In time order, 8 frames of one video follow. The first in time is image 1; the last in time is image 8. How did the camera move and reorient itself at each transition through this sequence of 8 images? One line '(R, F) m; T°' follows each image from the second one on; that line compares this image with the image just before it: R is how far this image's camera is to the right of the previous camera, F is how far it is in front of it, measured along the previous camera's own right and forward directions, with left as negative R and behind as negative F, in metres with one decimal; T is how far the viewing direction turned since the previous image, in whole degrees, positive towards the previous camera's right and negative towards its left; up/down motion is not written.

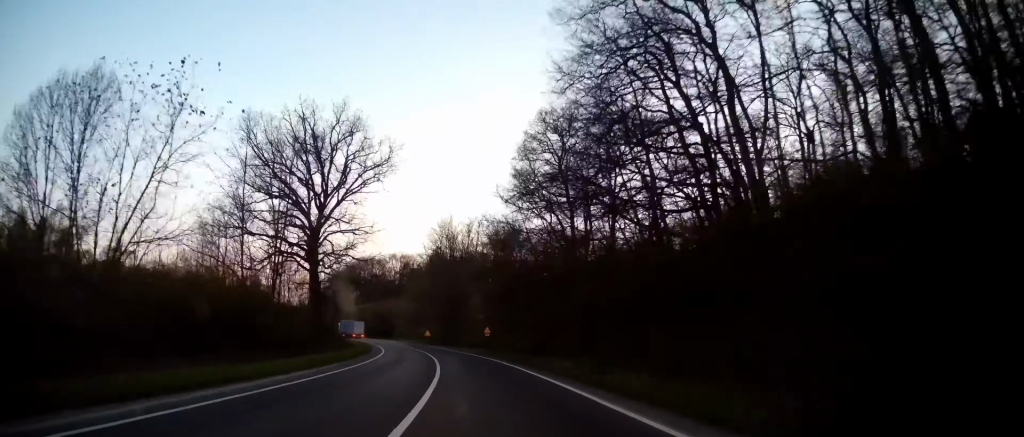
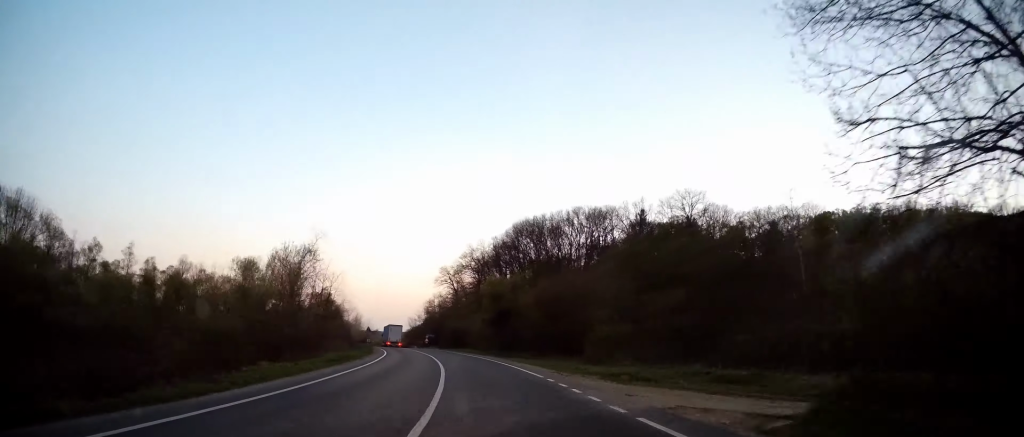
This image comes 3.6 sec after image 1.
(-15.4, +92.7) m; -19°
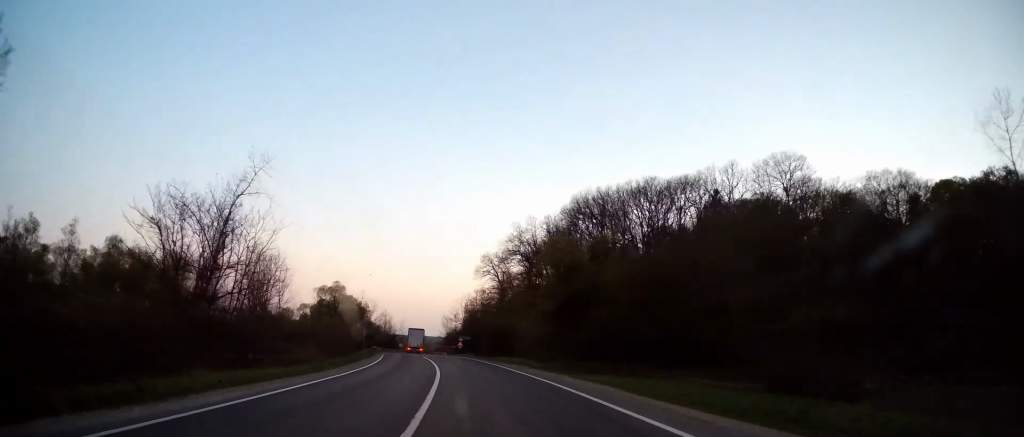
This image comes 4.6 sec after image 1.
(-1.2, +24.8) m; -5°
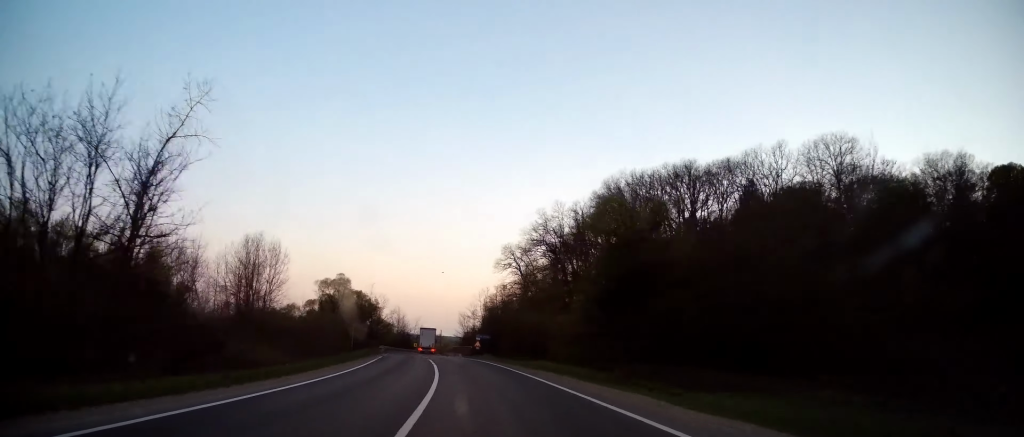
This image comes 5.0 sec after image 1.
(0.0, +10.3) m; -2°
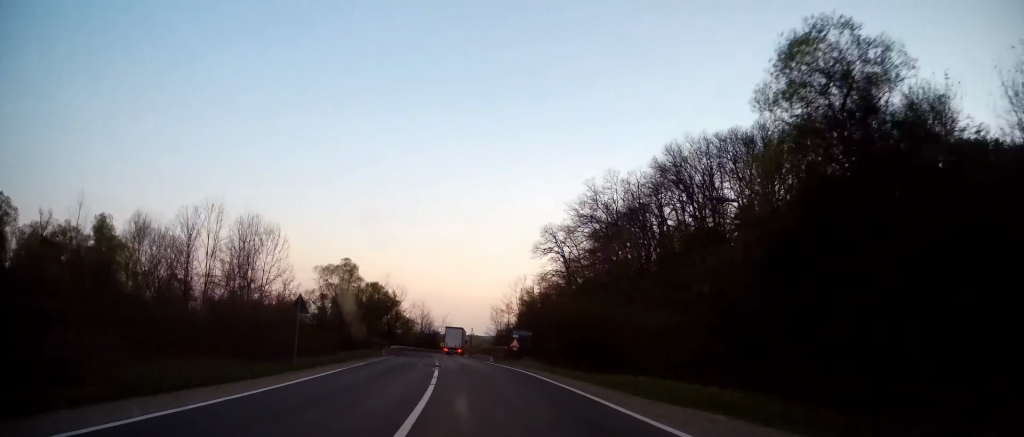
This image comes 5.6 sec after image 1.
(-0.7, +16.0) m; -3°
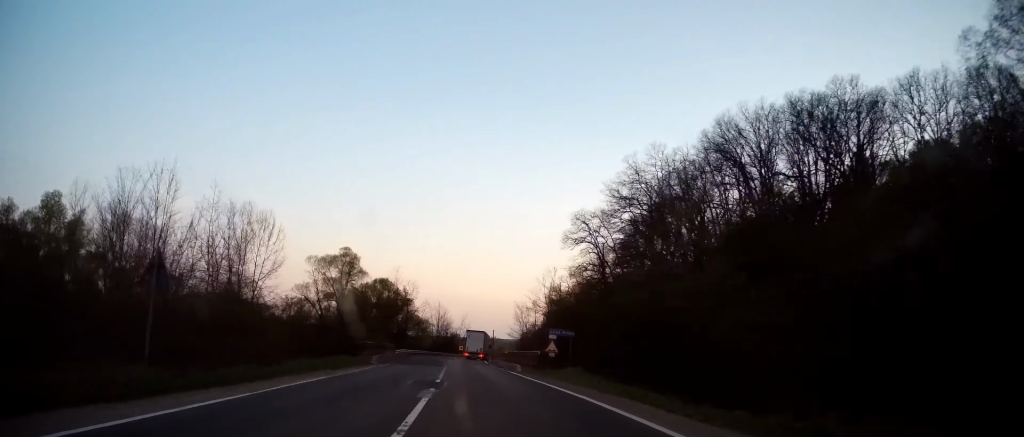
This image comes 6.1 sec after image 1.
(0.0, +10.9) m; -2°
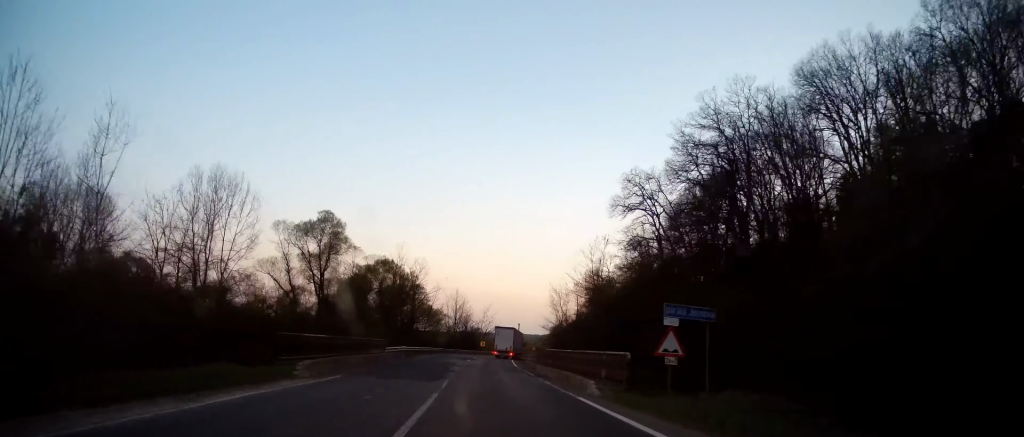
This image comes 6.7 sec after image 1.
(-0.6, +16.3) m; -2°
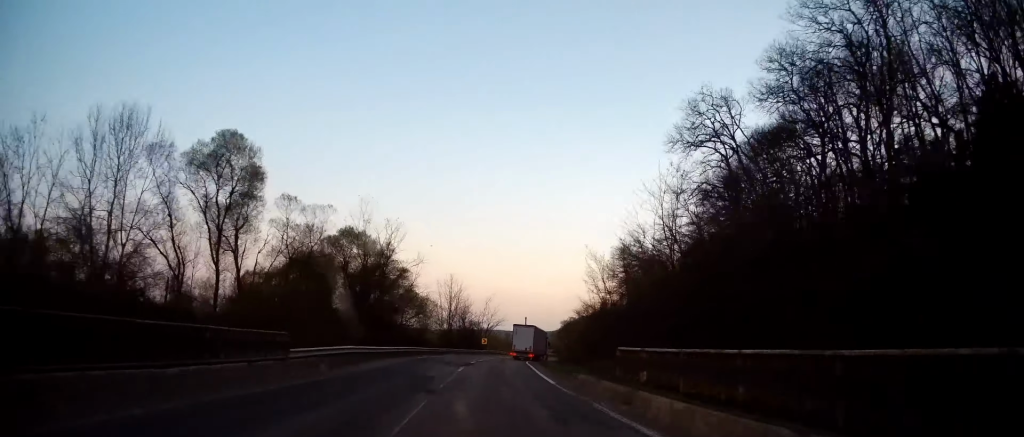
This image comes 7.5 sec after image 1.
(-0.5, +19.1) m; -2°
